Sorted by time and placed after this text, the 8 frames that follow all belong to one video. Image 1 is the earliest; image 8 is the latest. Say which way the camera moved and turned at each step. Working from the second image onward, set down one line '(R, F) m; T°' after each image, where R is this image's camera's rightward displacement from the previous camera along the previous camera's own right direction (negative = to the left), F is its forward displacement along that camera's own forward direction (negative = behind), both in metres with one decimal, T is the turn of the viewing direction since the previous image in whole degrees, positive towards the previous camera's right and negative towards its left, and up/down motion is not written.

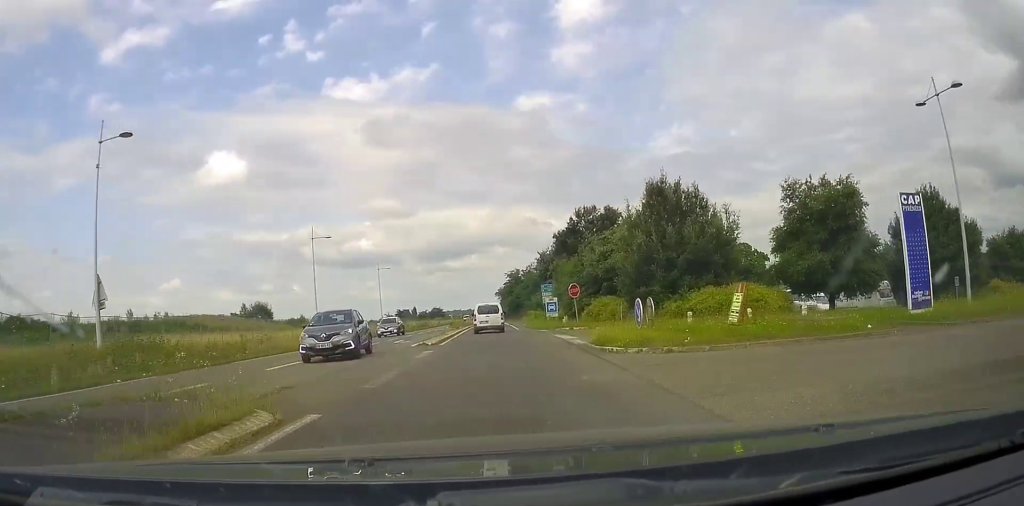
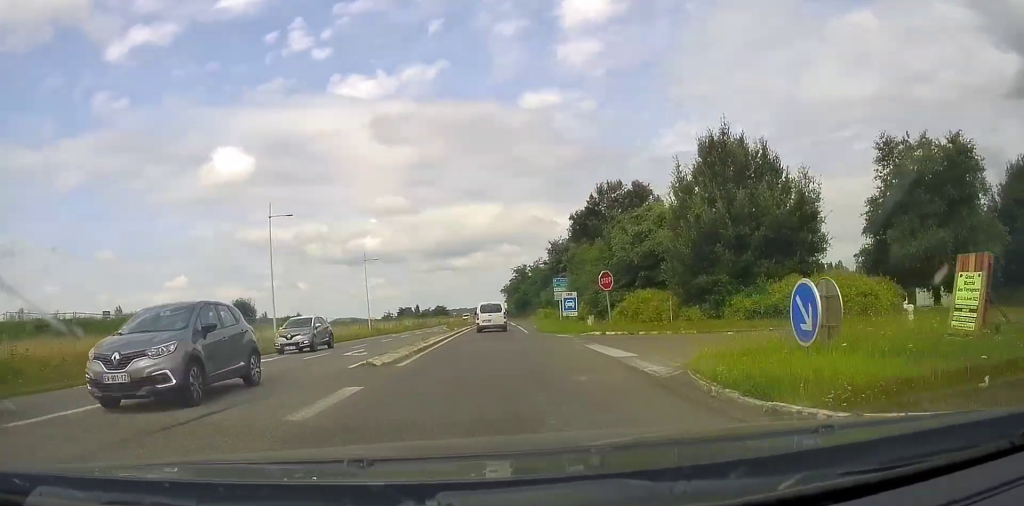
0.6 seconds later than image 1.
(-0.1, +9.7) m; -1°
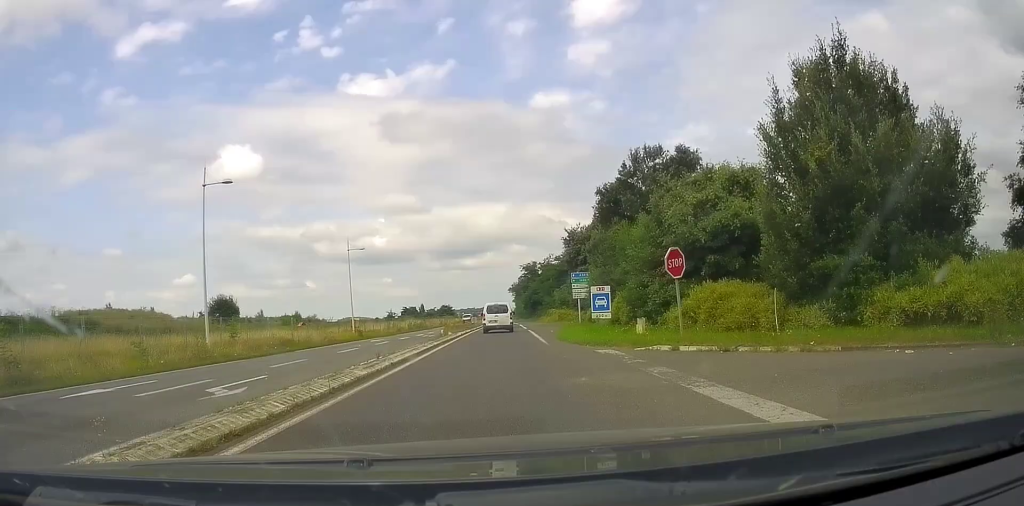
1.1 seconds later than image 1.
(-0.2, +9.7) m; -1°
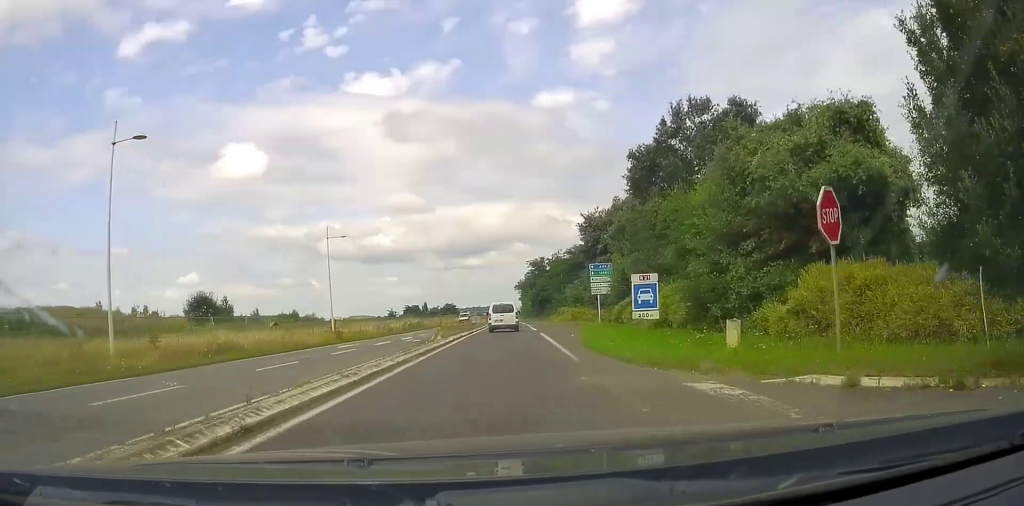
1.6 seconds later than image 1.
(0.0, +8.0) m; -1°
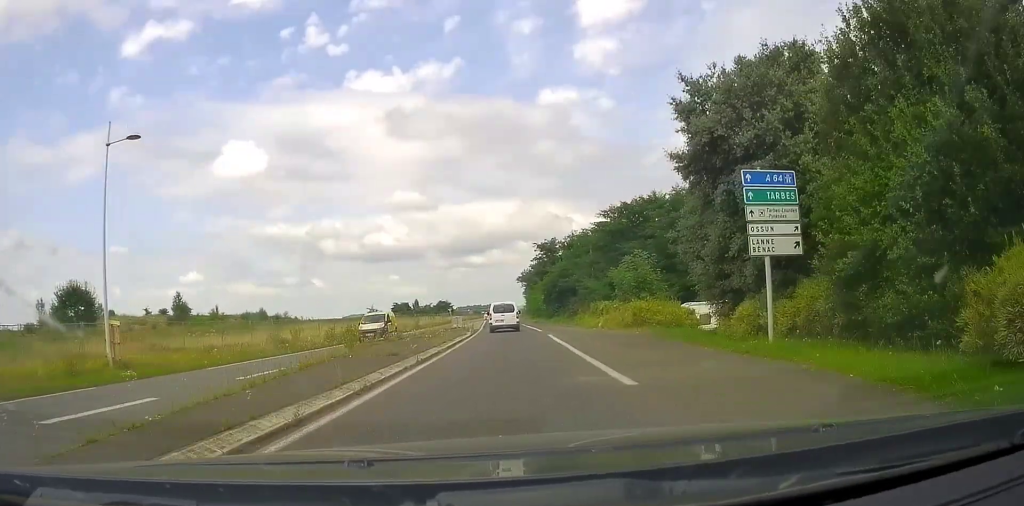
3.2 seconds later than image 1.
(-0.9, +27.5) m; -1°
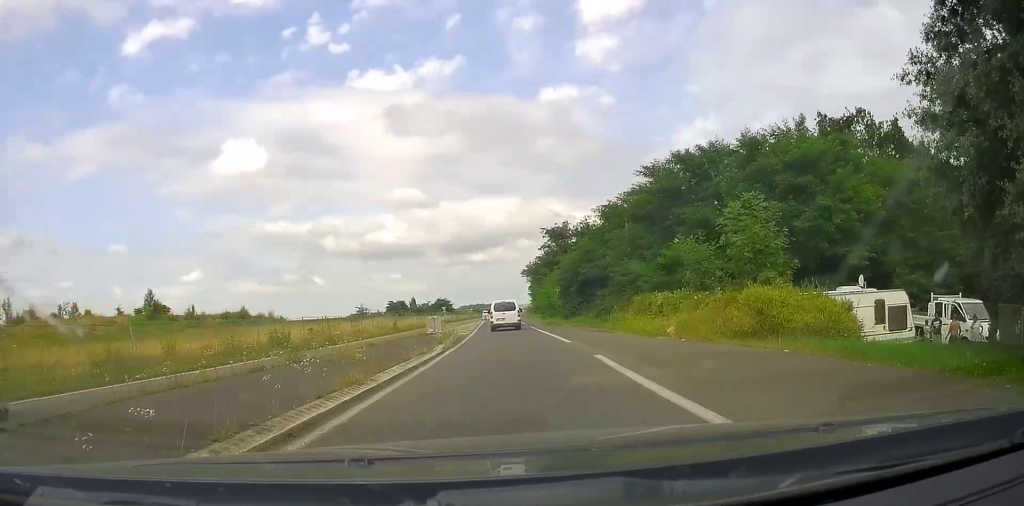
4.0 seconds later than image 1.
(+0.5, +14.5) m; +2°
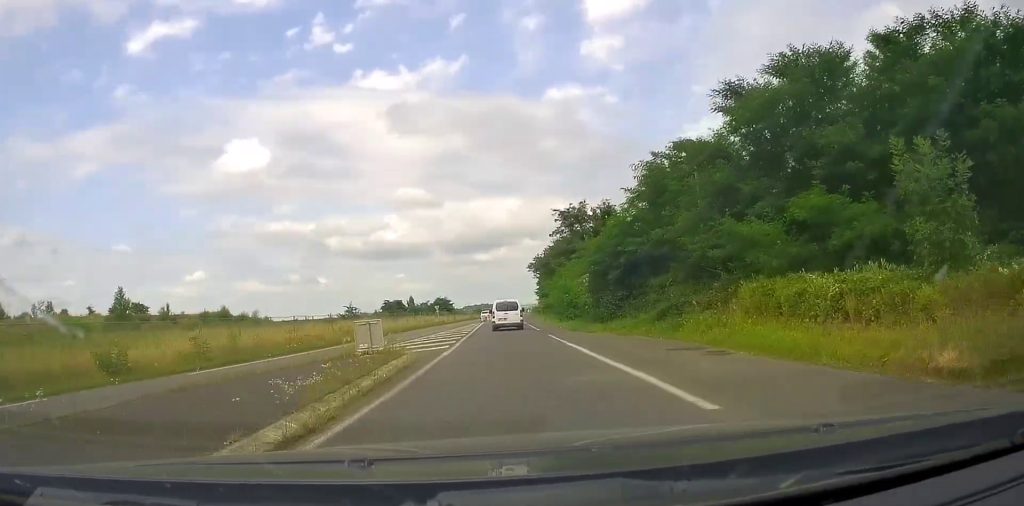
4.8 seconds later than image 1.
(+0.1, +13.5) m; -1°
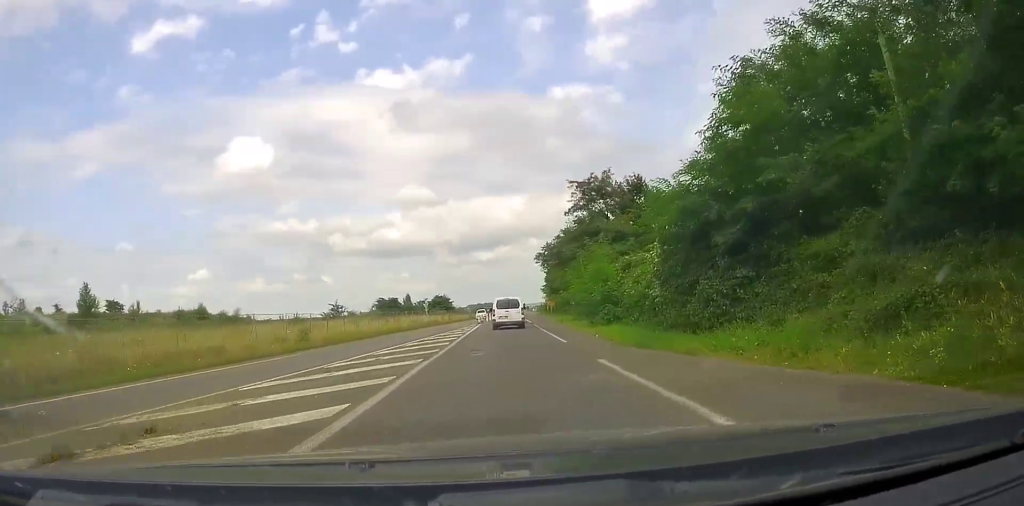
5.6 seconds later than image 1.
(-0.2, +13.2) m; -1°
